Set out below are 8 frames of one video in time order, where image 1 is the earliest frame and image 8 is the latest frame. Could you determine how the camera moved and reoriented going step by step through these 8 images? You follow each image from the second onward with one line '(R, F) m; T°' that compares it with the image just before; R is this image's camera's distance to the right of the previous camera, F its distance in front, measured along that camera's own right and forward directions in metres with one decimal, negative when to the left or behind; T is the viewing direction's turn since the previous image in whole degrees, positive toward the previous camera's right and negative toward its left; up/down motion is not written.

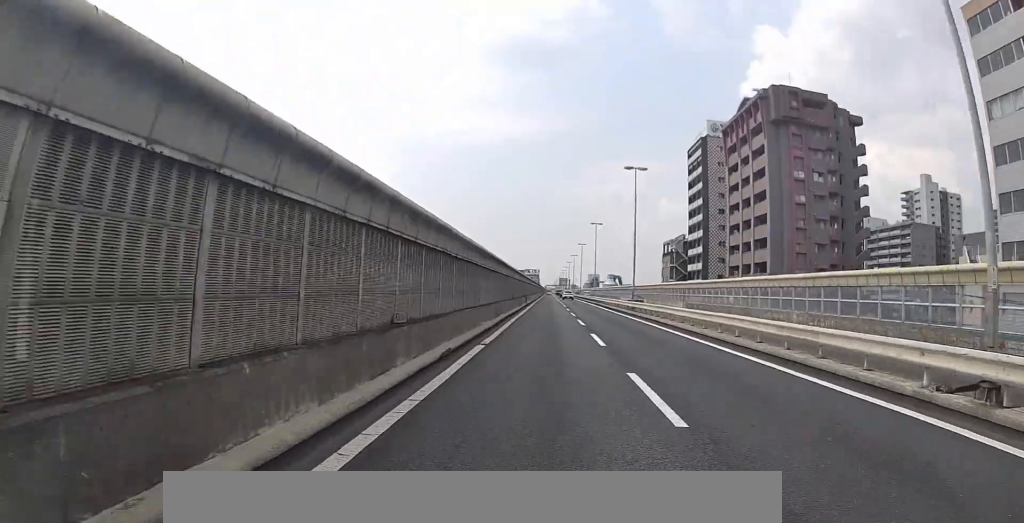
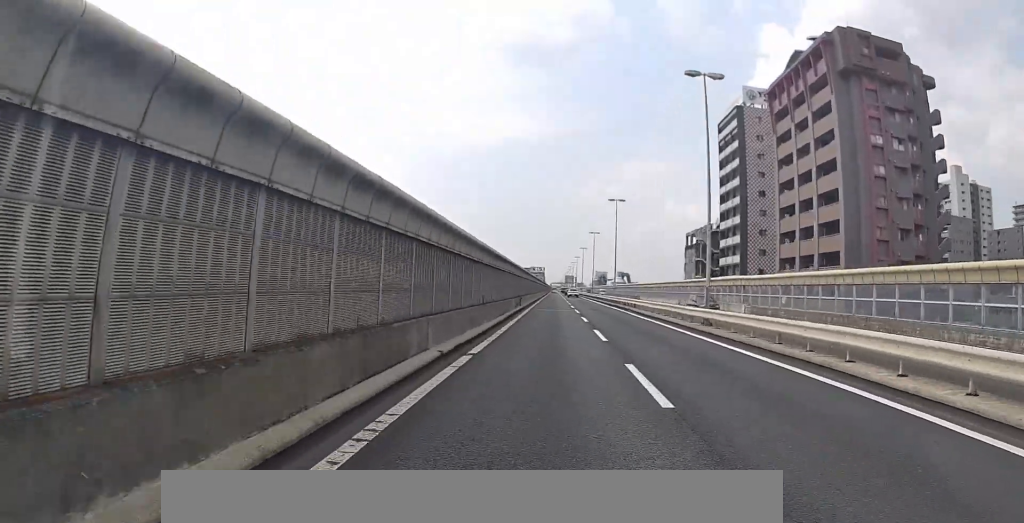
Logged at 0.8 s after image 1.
(+0.3, +18.5) m; +1°
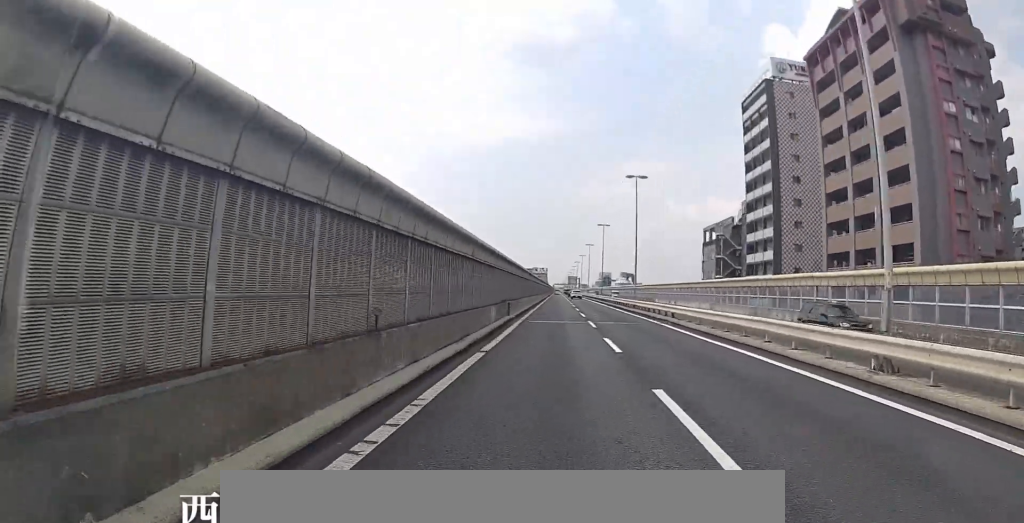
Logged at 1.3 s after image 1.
(+0.1, +12.9) m; 0°
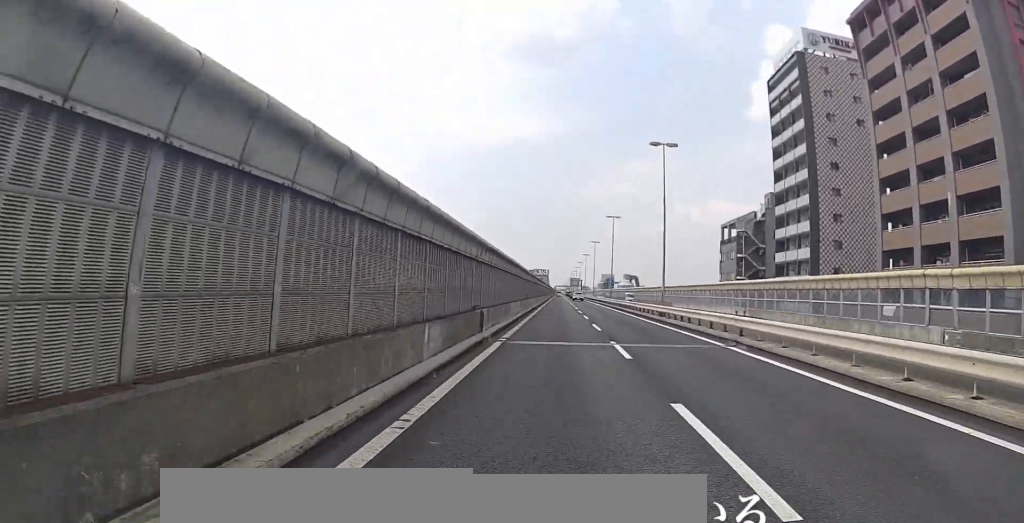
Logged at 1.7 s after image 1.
(0.0, +10.6) m; 0°
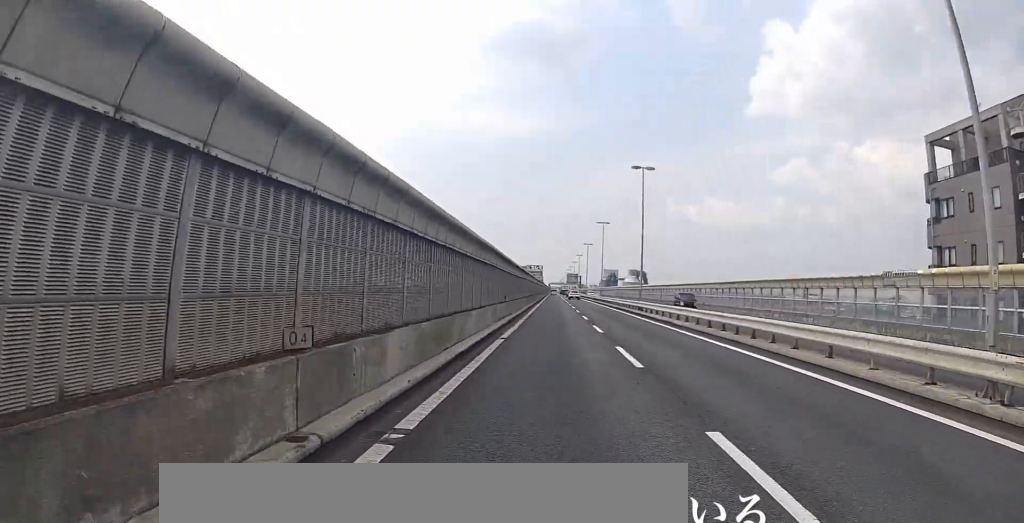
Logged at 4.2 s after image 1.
(-0.7, +60.1) m; -2°
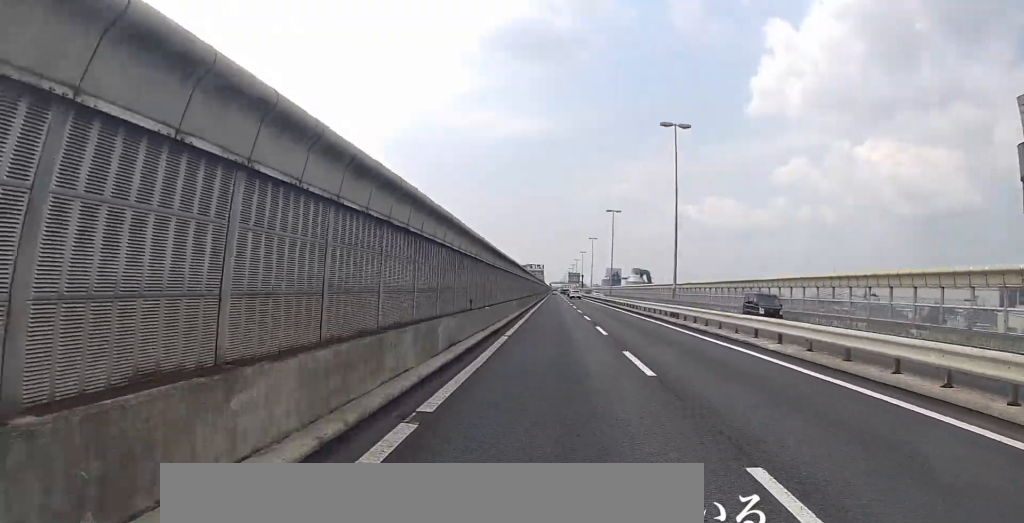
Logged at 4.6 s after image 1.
(-0.2, +11.7) m; 0°
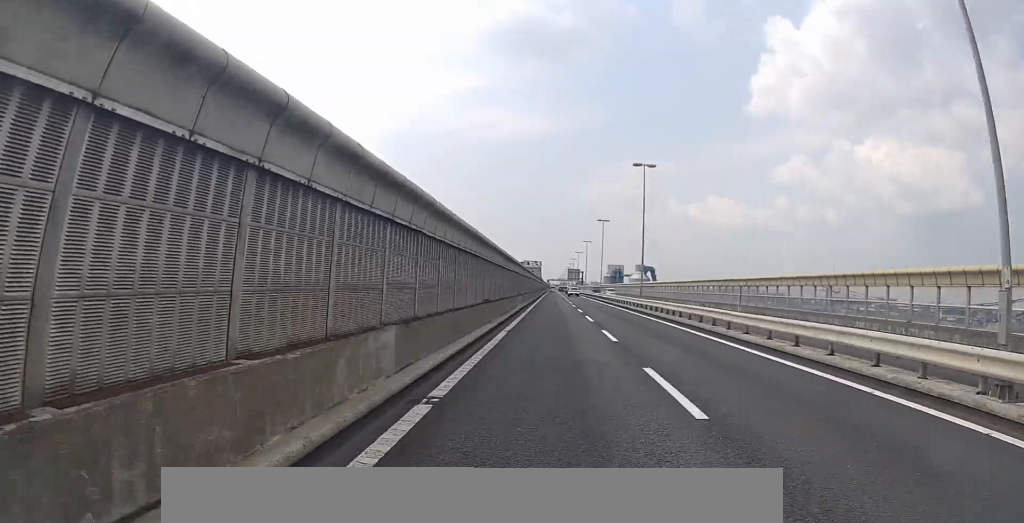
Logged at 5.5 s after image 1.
(+0.2, +22.8) m; 0°
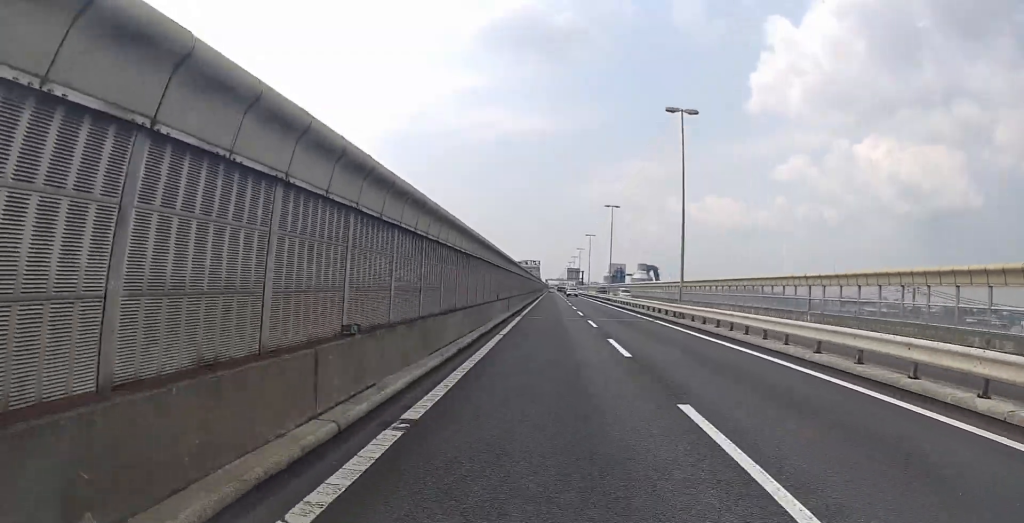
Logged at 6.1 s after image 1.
(+0.4, +13.7) m; 0°
